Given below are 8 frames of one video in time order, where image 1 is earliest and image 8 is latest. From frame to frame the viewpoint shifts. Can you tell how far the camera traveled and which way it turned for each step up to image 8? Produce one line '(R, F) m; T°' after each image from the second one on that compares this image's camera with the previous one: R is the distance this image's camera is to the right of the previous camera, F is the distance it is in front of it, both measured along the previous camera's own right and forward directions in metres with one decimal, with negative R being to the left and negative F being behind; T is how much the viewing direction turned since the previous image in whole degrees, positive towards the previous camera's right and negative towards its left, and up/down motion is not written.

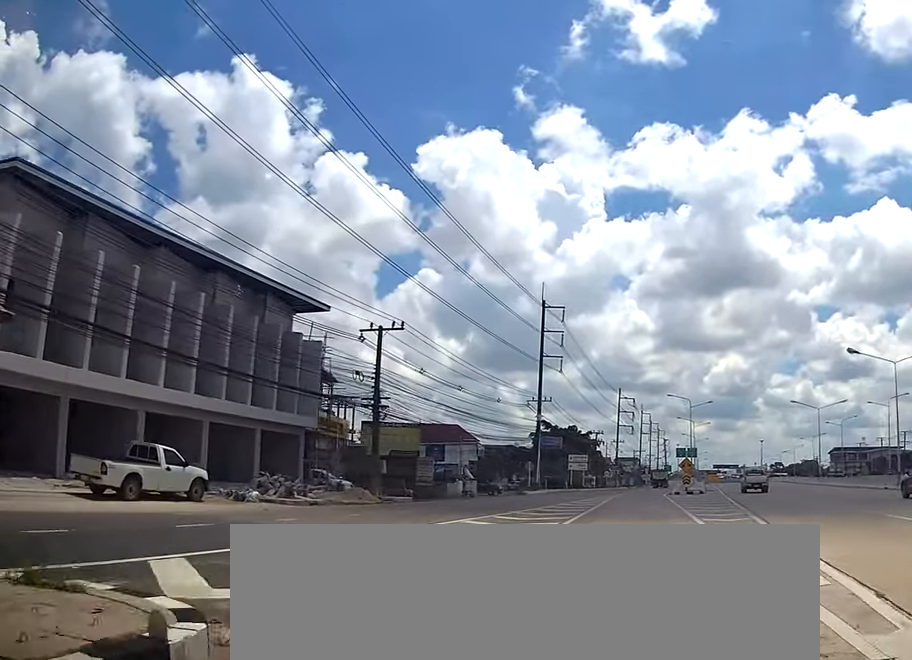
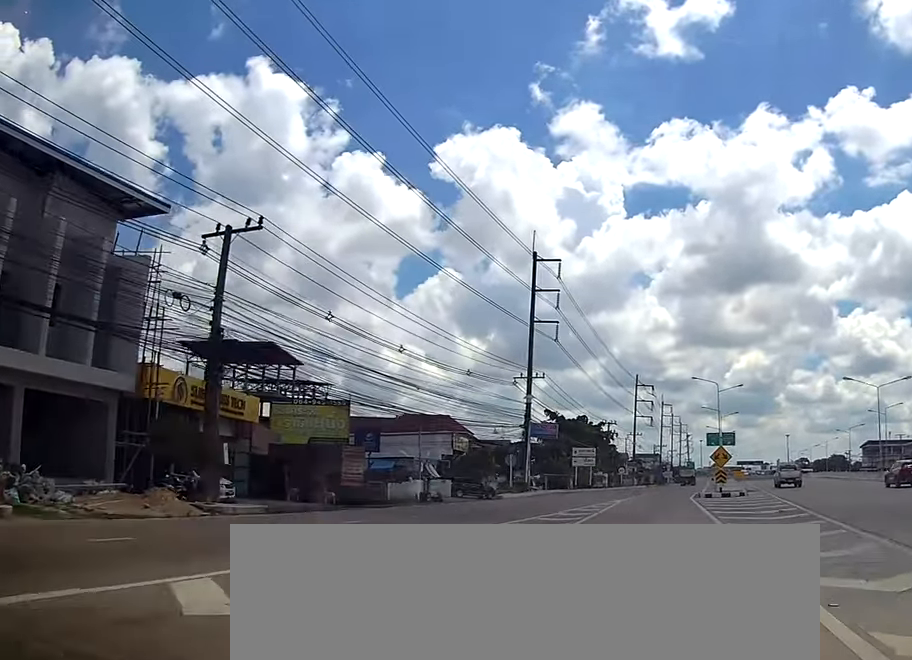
(0.0, +15.8) m; -1°
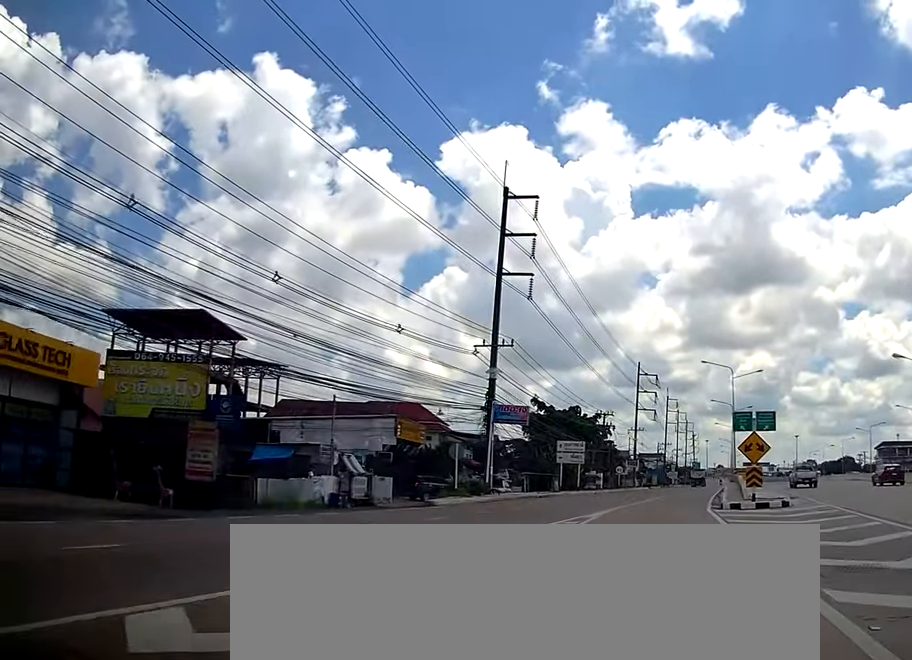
(-0.2, +13.5) m; -1°
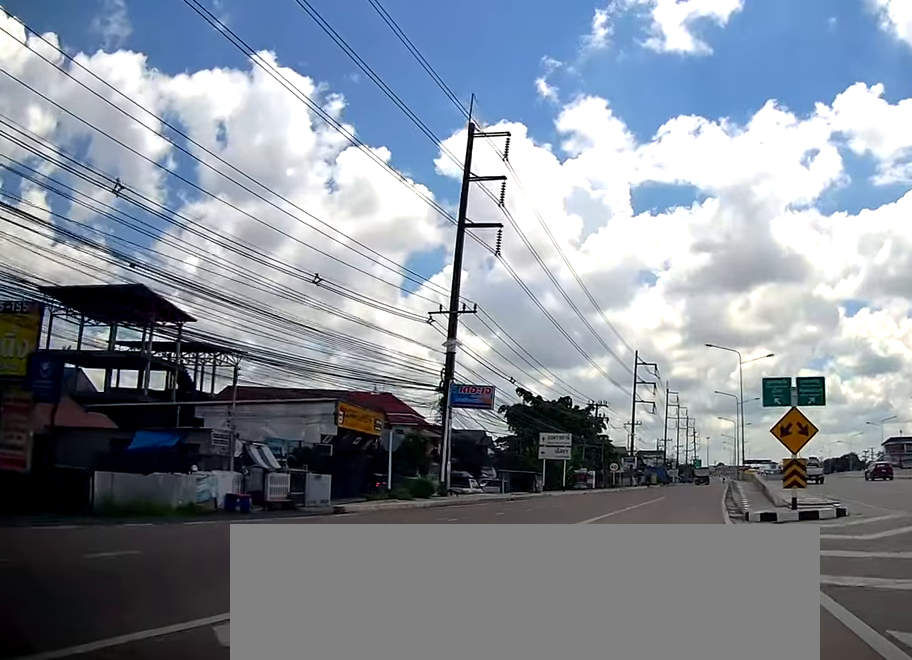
(-0.4, +8.5) m; 0°
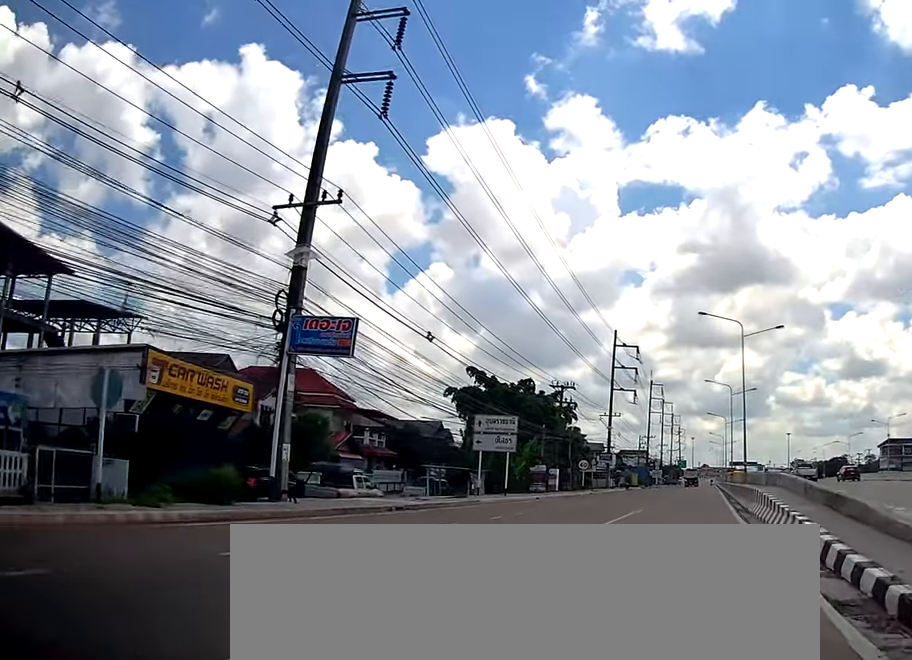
(+0.7, +14.2) m; +3°
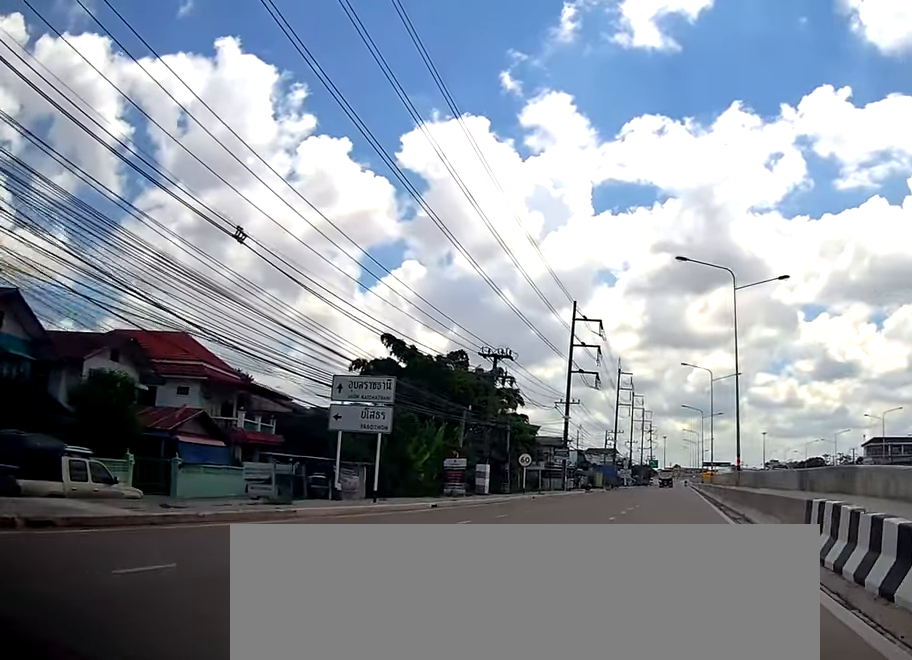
(+0.2, +14.5) m; +1°
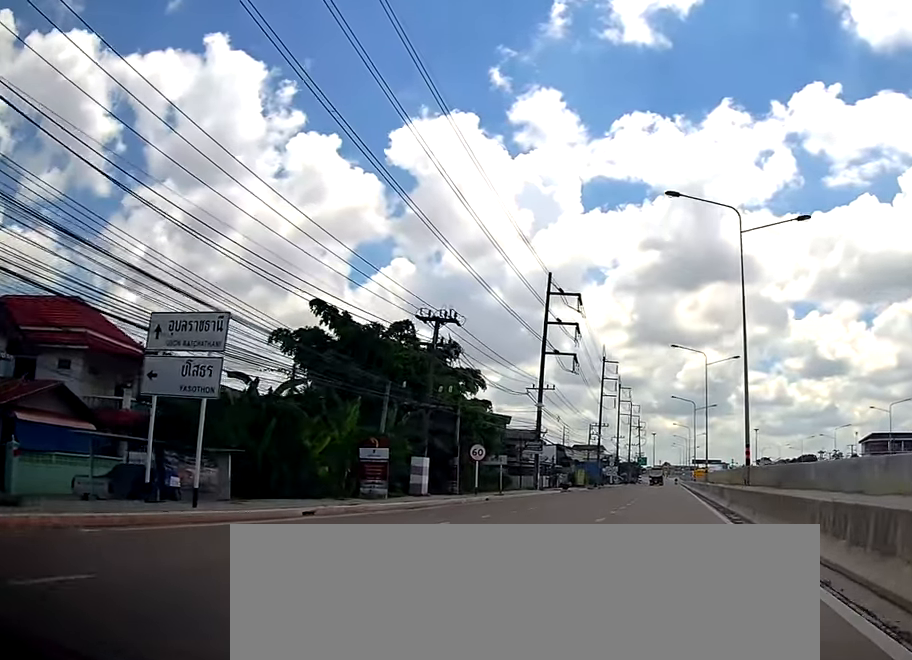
(0.0, +9.5) m; 0°
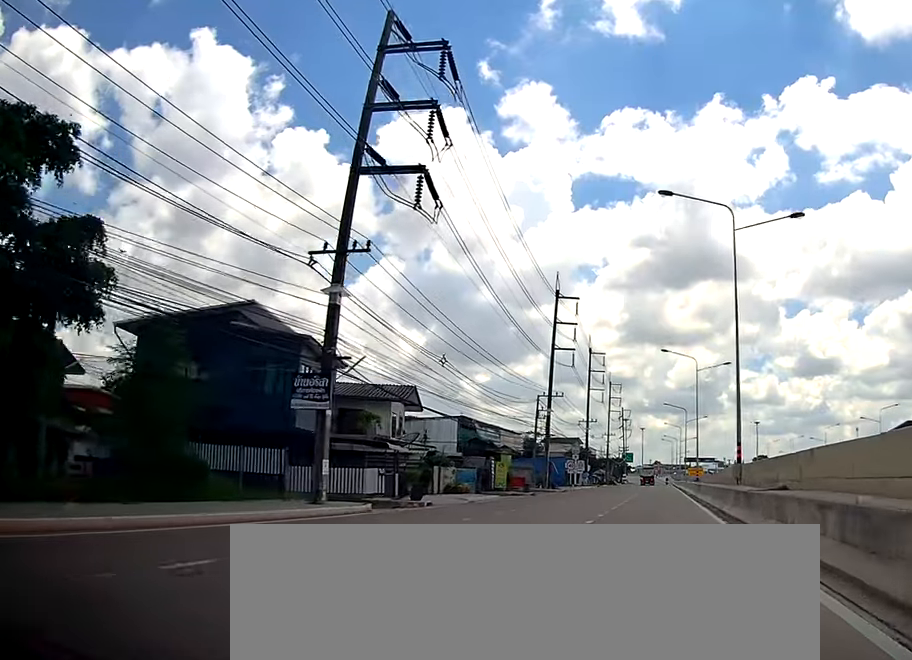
(+1.4, +37.5) m; +2°
